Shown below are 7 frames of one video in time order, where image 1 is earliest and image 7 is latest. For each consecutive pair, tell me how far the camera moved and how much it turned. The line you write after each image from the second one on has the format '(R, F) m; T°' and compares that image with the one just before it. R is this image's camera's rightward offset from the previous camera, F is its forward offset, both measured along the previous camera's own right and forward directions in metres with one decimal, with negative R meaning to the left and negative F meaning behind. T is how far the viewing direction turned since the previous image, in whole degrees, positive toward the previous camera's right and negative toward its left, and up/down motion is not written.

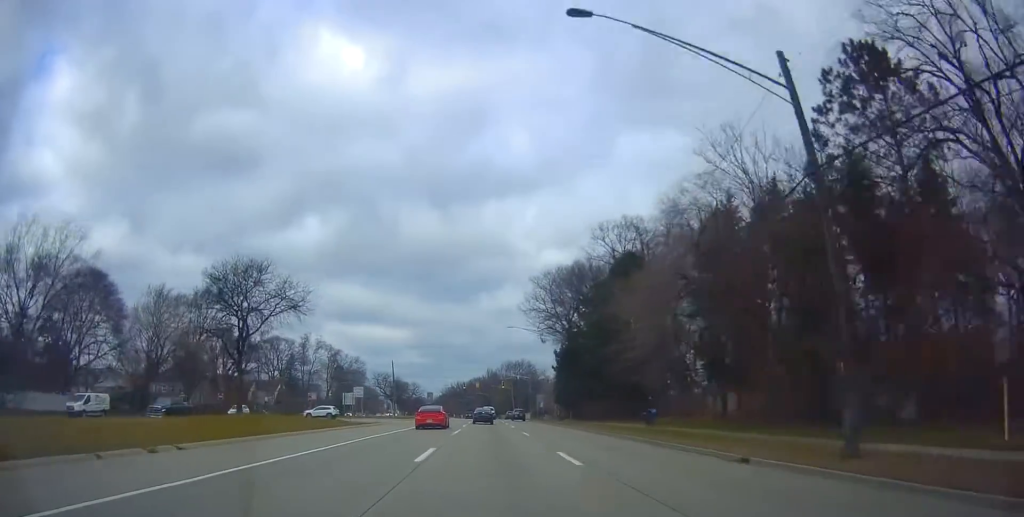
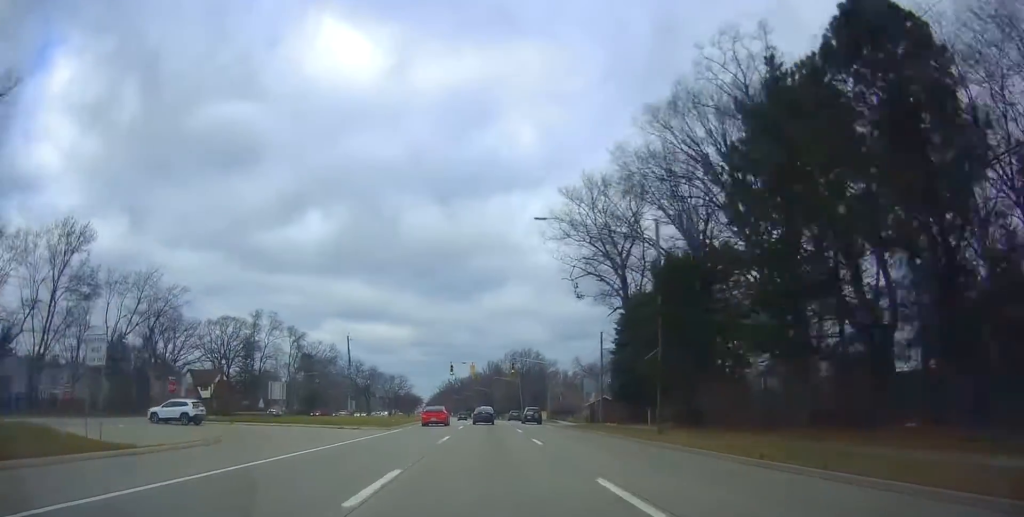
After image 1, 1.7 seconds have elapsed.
(+1.0, +36.6) m; +1°
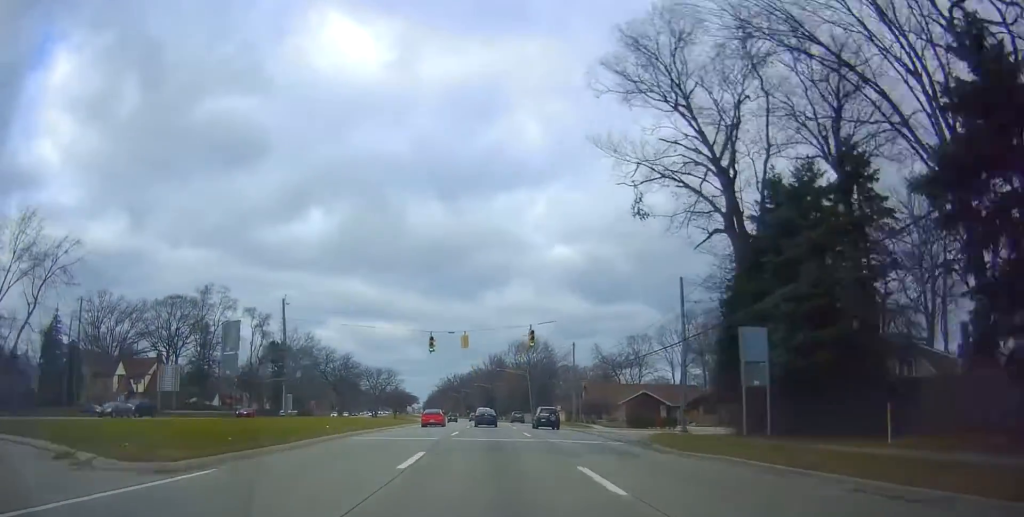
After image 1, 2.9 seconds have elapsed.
(0.0, +25.5) m; 0°
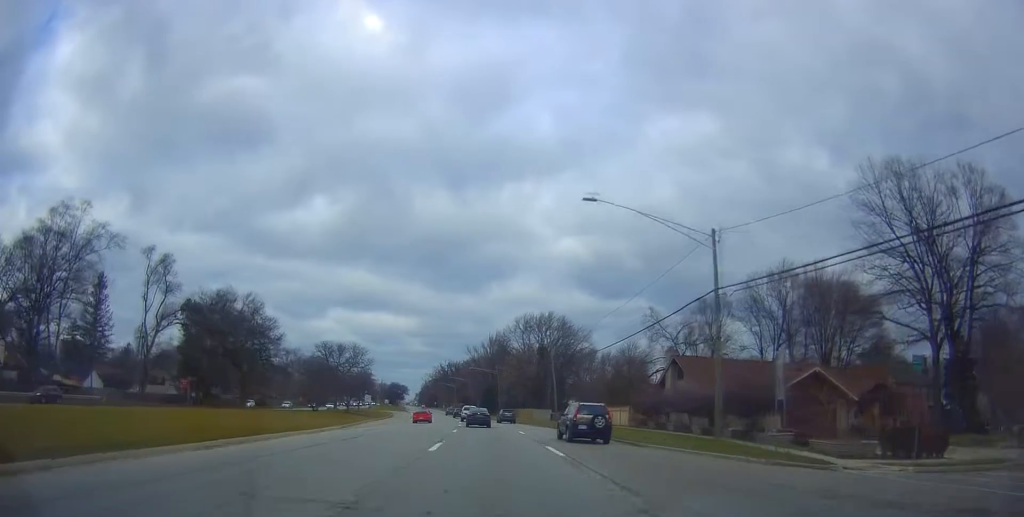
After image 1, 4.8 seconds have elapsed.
(+0.6, +42.5) m; +1°
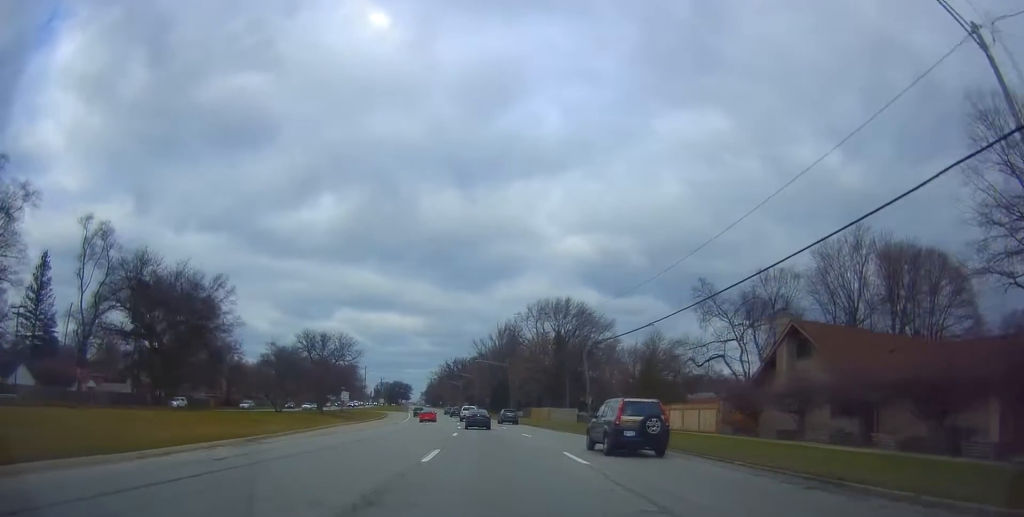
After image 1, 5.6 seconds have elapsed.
(-0.3, +17.9) m; -2°
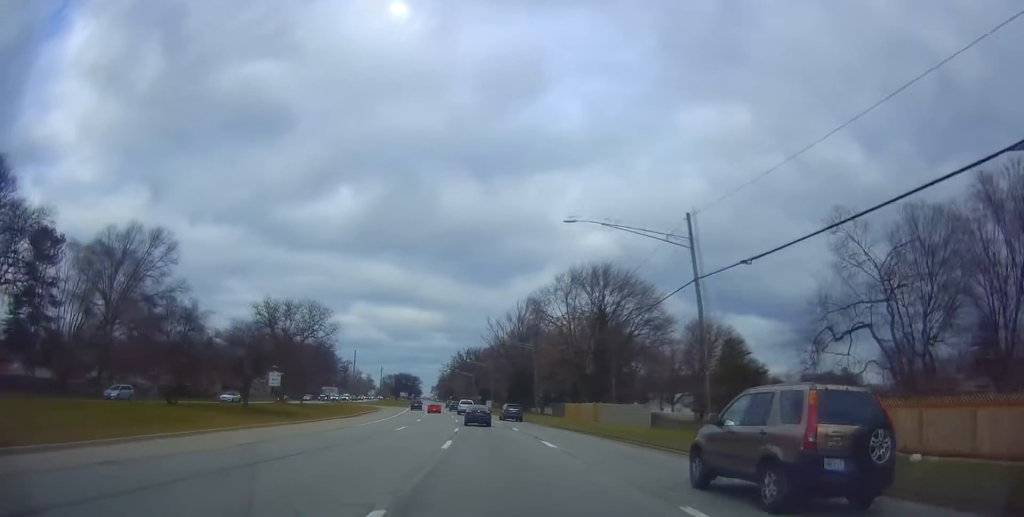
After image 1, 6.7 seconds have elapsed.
(-0.9, +25.5) m; -2°
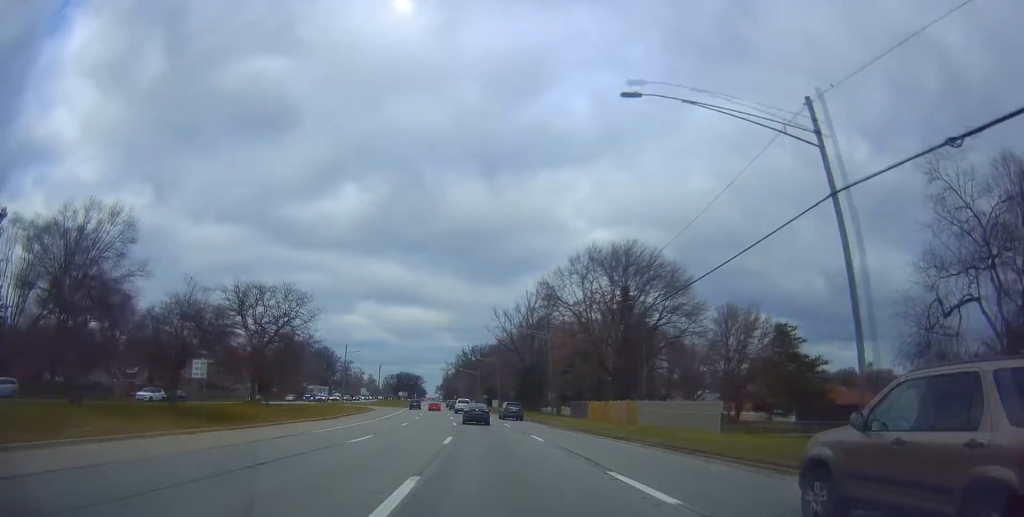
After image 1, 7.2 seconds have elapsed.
(+0.1, +12.1) m; 0°
